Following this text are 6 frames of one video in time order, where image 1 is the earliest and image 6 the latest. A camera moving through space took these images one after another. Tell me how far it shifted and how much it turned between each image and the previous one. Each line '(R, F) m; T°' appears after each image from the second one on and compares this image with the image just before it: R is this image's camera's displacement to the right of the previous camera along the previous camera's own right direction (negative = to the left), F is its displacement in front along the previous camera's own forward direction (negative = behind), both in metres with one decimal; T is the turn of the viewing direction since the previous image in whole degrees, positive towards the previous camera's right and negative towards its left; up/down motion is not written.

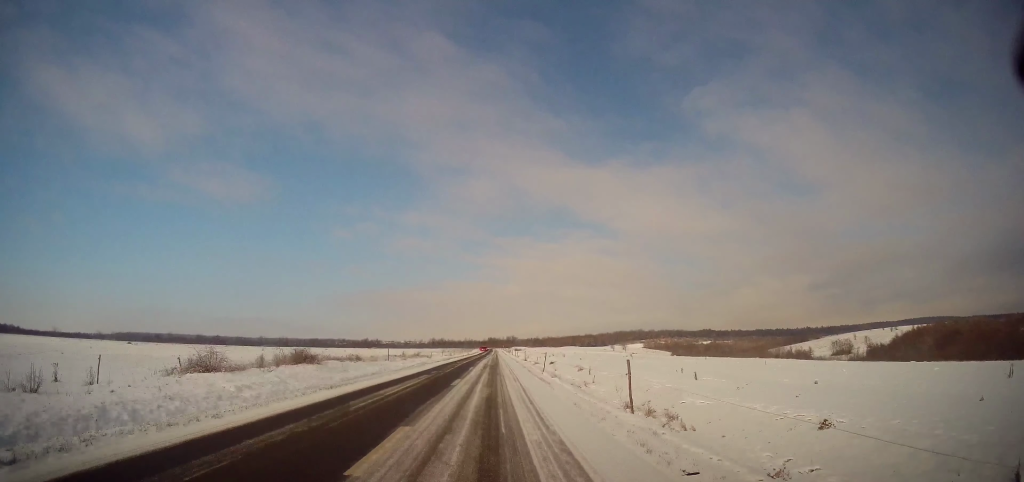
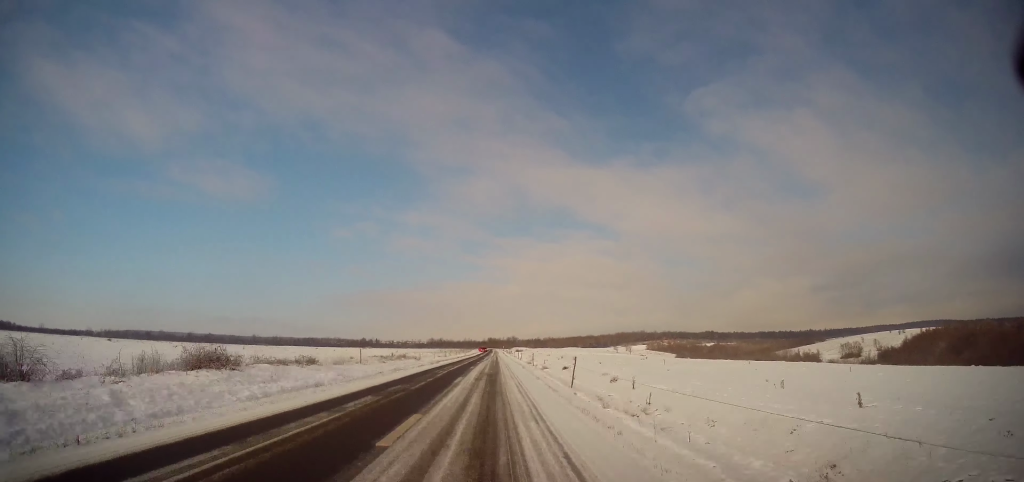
(-0.1, +10.2) m; 0°
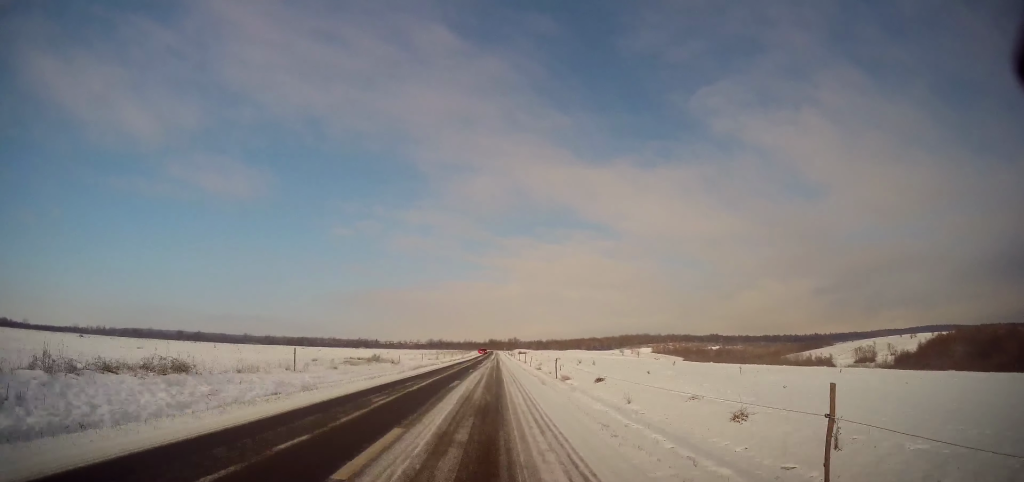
(+0.3, +13.7) m; 0°
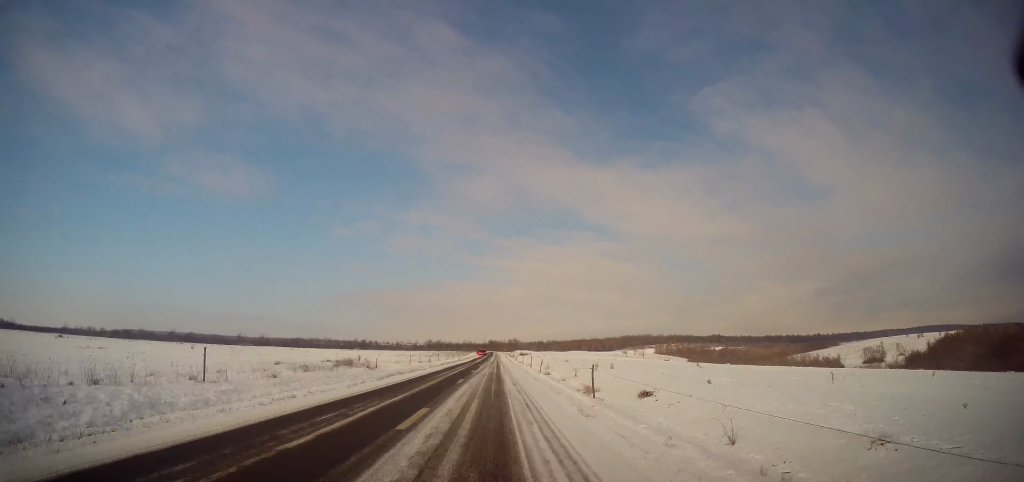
(0.0, +8.9) m; 0°
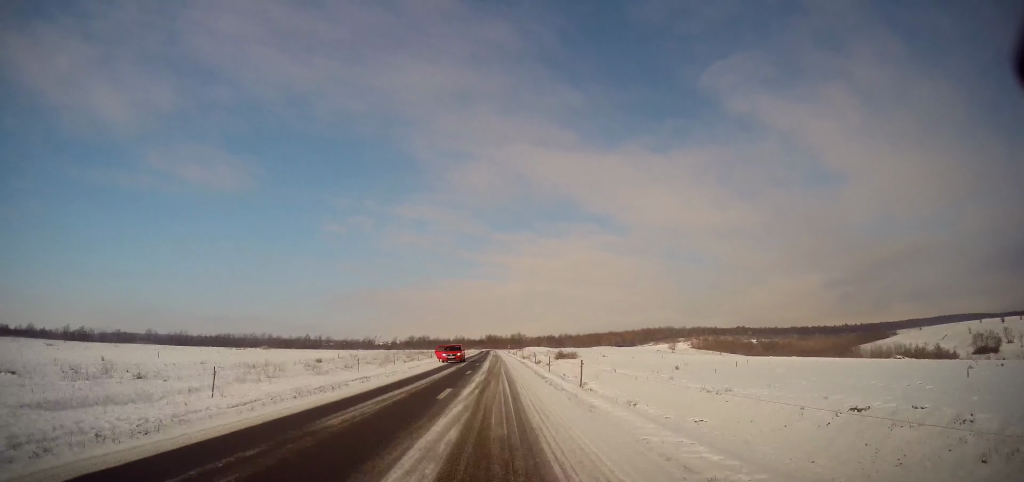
(+0.1, +90.6) m; +1°
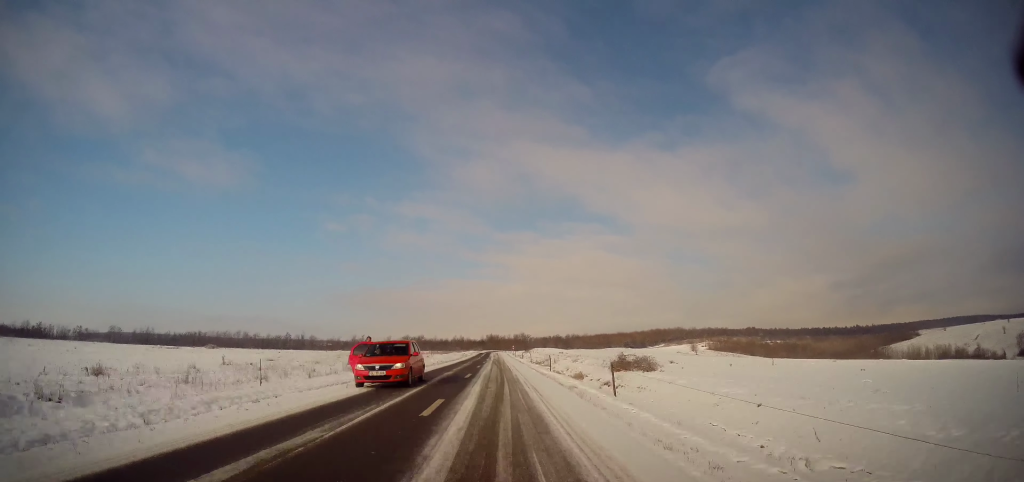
(-0.4, +27.6) m; -1°
